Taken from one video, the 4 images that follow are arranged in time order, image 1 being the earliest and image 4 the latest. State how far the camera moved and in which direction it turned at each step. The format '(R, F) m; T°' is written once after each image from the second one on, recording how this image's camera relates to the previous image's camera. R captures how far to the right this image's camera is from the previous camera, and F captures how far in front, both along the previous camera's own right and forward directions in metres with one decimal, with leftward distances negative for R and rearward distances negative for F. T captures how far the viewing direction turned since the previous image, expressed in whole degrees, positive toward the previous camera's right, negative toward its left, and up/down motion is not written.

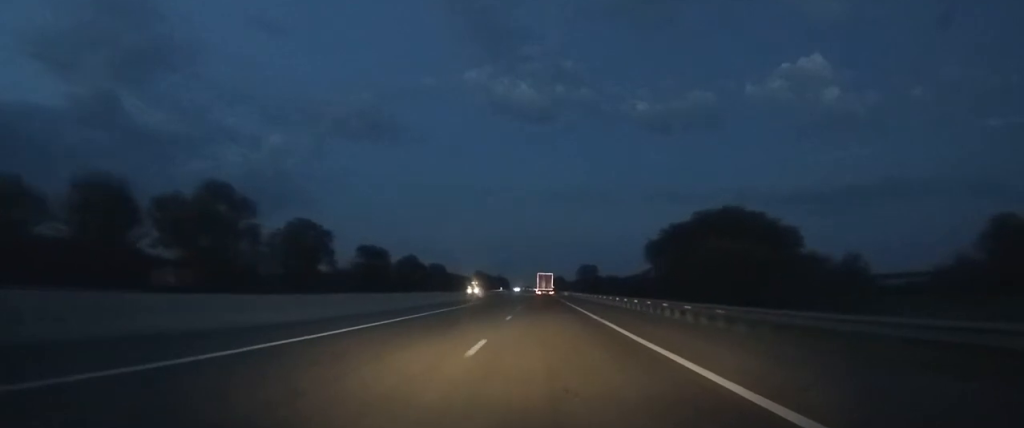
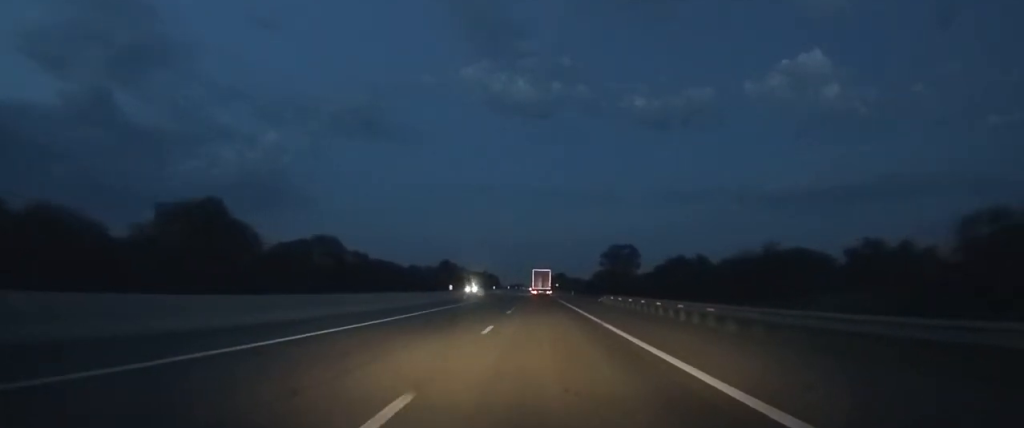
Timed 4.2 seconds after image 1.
(-0.3, +91.0) m; 0°
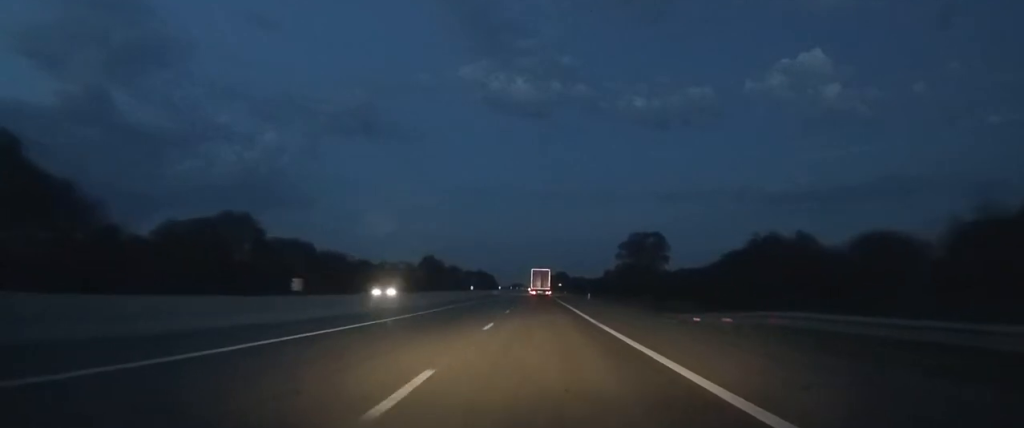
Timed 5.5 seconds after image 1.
(0.0, +32.2) m; 0°
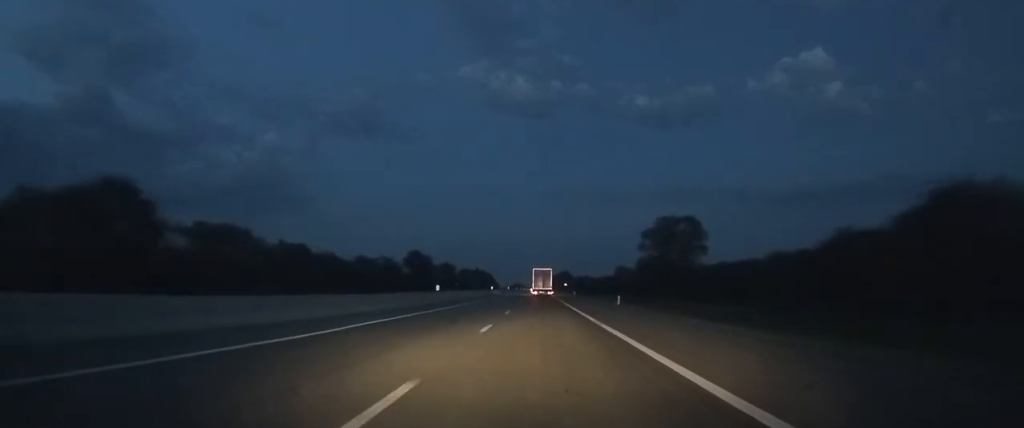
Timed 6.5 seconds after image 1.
(-0.1, +24.9) m; 0°
